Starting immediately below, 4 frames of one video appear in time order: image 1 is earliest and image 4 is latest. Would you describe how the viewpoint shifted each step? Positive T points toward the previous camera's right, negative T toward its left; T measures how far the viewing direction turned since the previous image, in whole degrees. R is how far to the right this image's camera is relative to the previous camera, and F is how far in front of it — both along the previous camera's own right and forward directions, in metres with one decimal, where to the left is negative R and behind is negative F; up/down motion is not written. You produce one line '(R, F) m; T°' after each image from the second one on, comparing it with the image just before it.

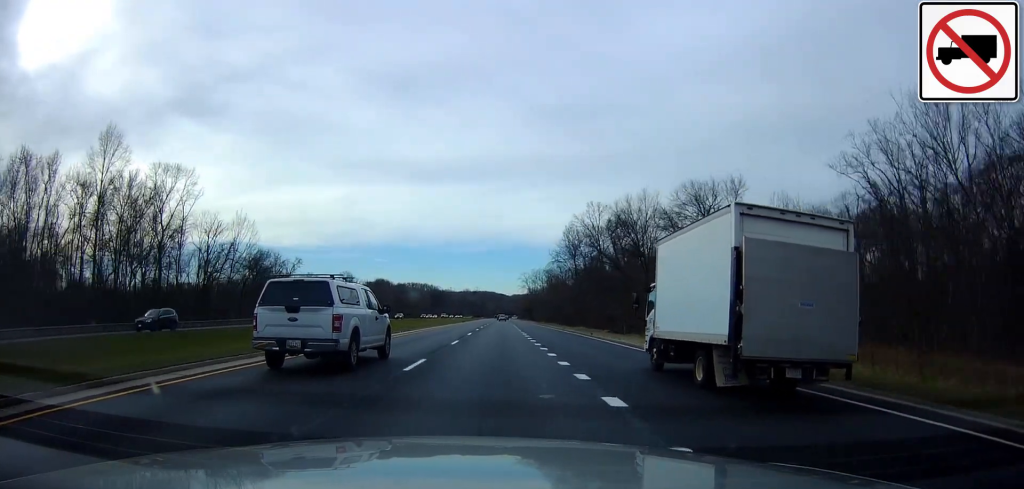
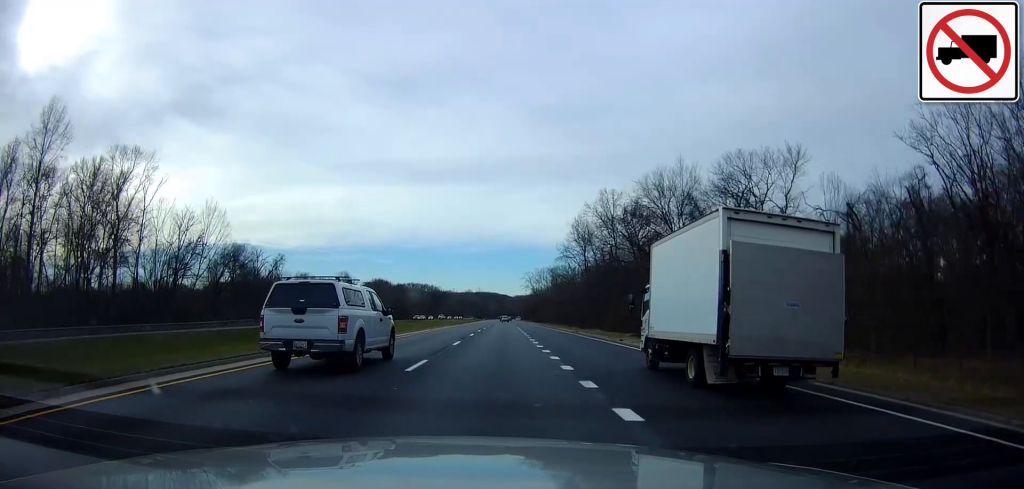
(0.0, +11.8) m; 0°
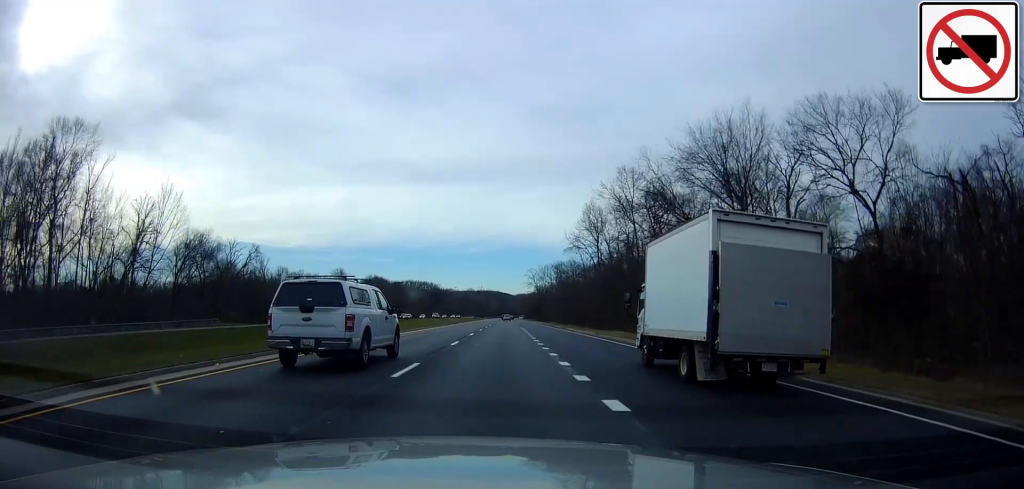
(0.0, +13.7) m; 0°
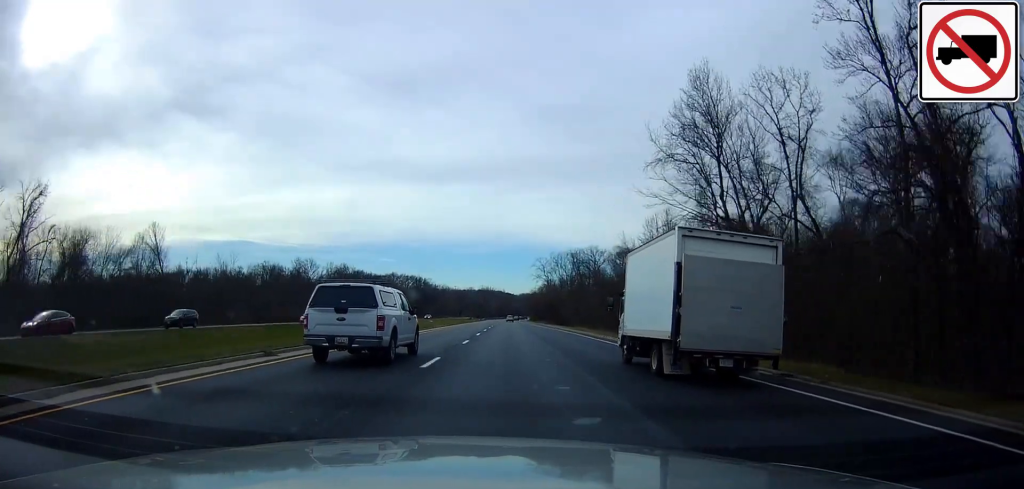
(-0.6, +58.6) m; -1°
